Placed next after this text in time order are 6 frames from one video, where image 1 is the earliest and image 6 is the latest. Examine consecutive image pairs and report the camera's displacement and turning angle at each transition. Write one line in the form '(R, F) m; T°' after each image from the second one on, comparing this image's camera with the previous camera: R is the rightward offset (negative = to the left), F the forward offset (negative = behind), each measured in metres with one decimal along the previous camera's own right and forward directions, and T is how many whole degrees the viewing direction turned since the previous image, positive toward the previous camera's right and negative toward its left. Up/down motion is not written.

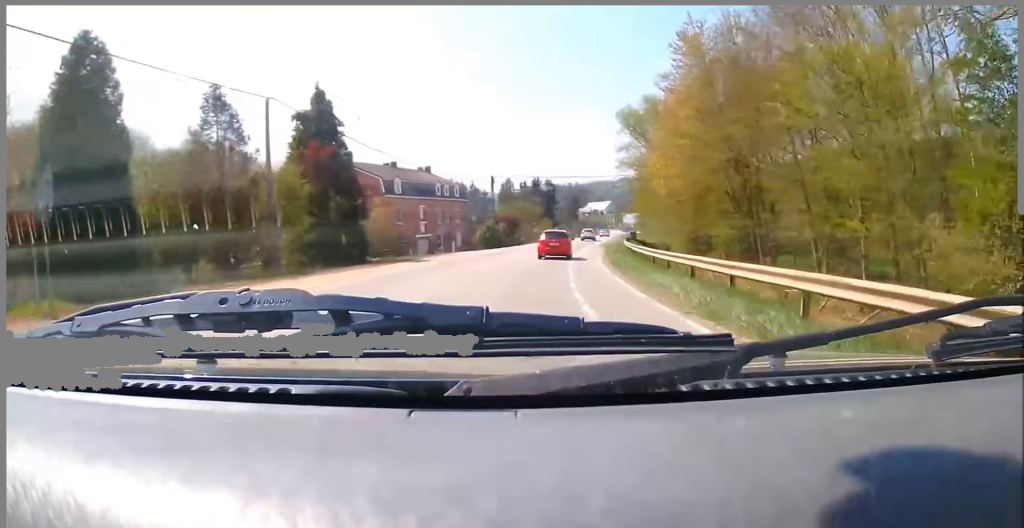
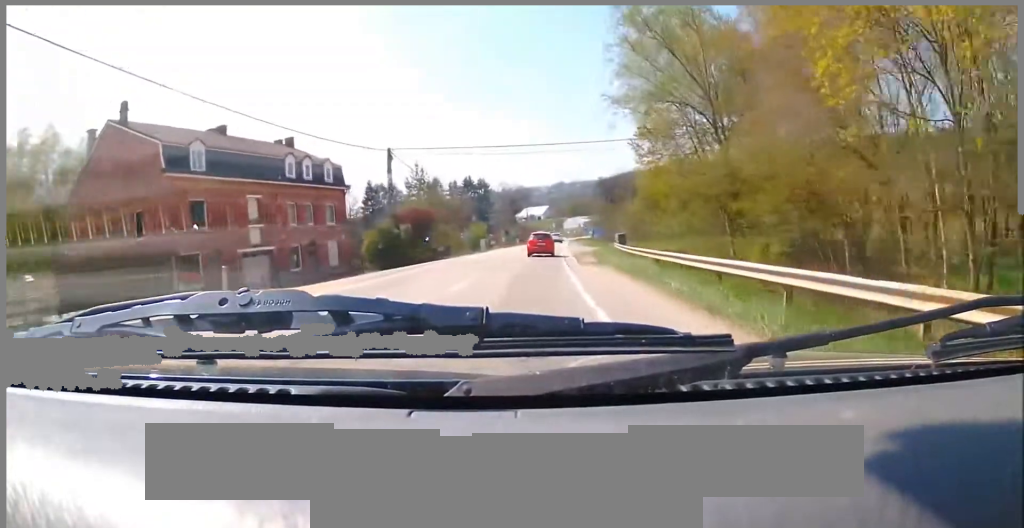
(+1.5, +28.2) m; +4°
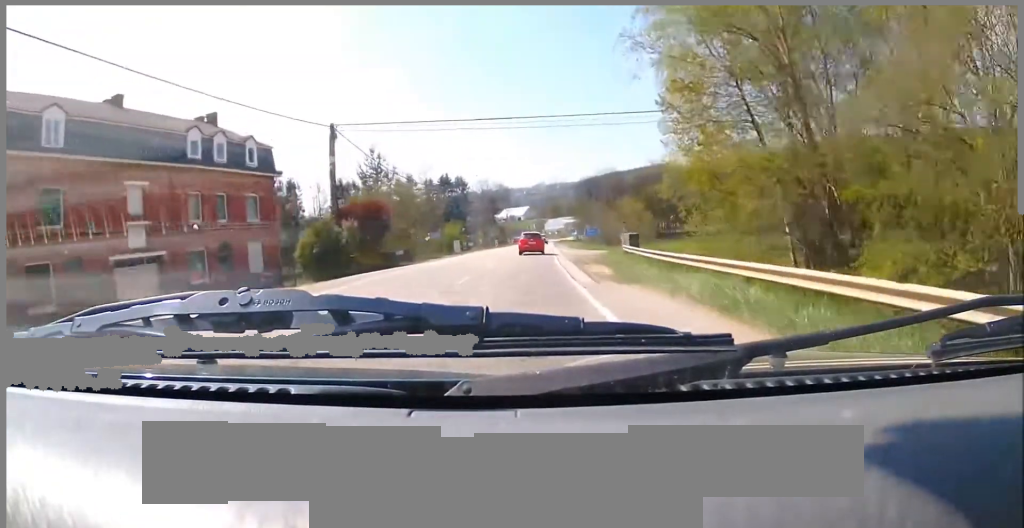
(0.0, +10.7) m; 0°
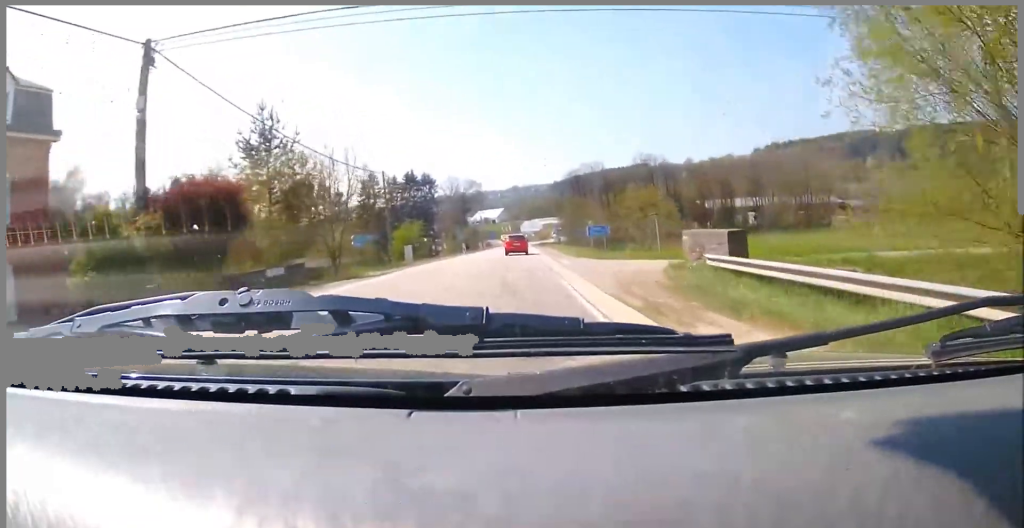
(+0.1, +18.6) m; 0°
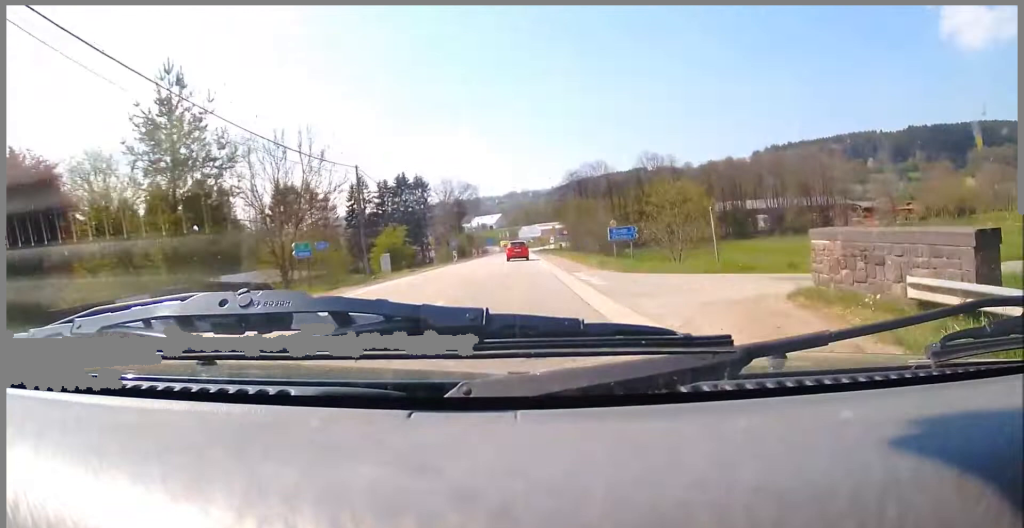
(-0.1, +9.3) m; -1°
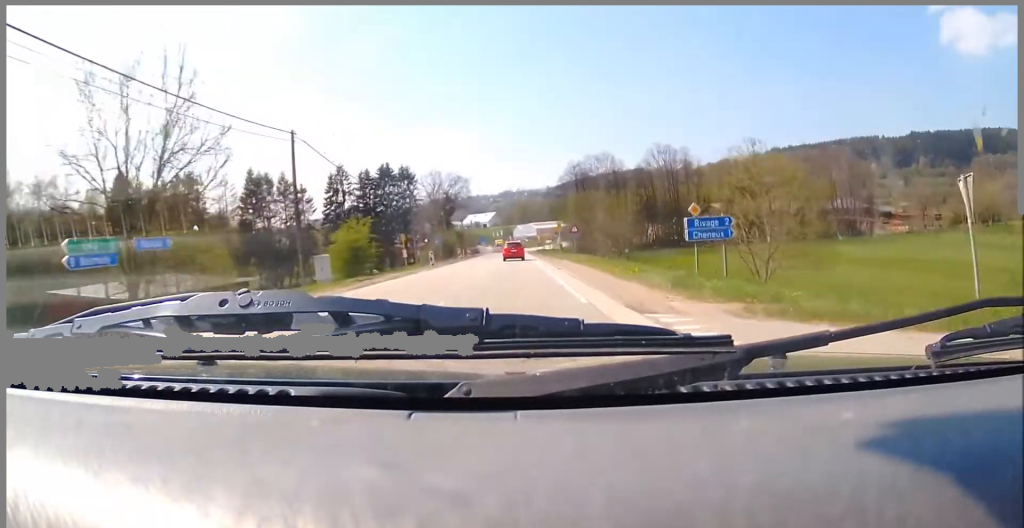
(-0.3, +13.7) m; -1°
